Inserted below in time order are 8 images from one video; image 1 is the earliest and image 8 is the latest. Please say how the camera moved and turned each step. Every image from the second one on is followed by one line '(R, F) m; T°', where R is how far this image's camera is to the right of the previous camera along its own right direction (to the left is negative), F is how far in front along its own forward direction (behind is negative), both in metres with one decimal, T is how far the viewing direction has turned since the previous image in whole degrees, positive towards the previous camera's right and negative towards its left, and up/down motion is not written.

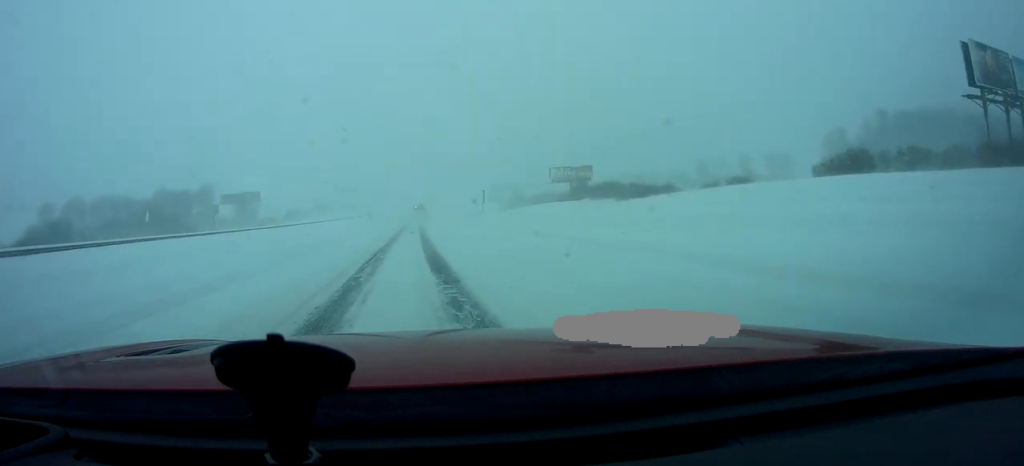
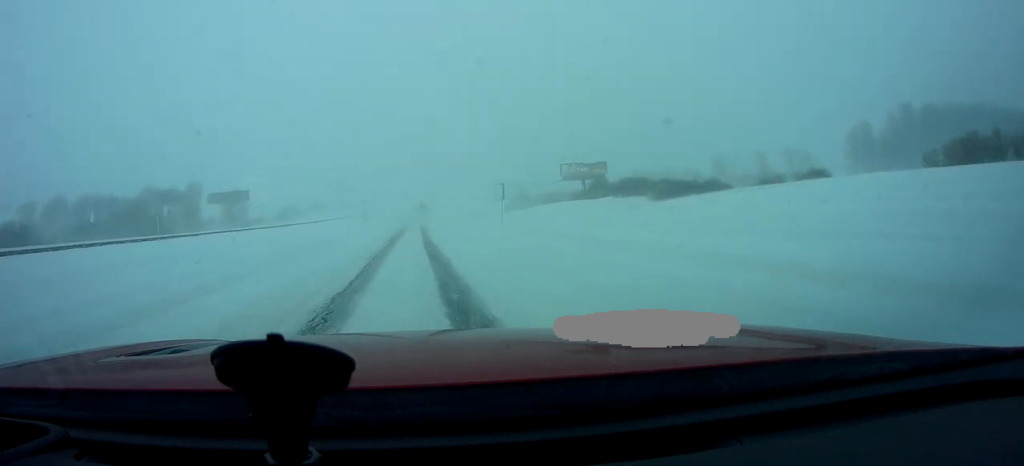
(-0.1, +12.8) m; 0°
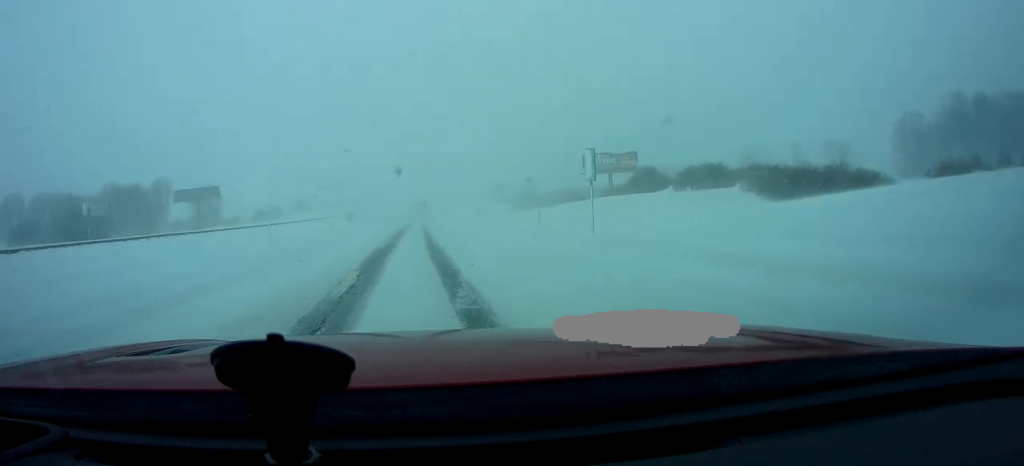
(0.0, +24.4) m; +2°
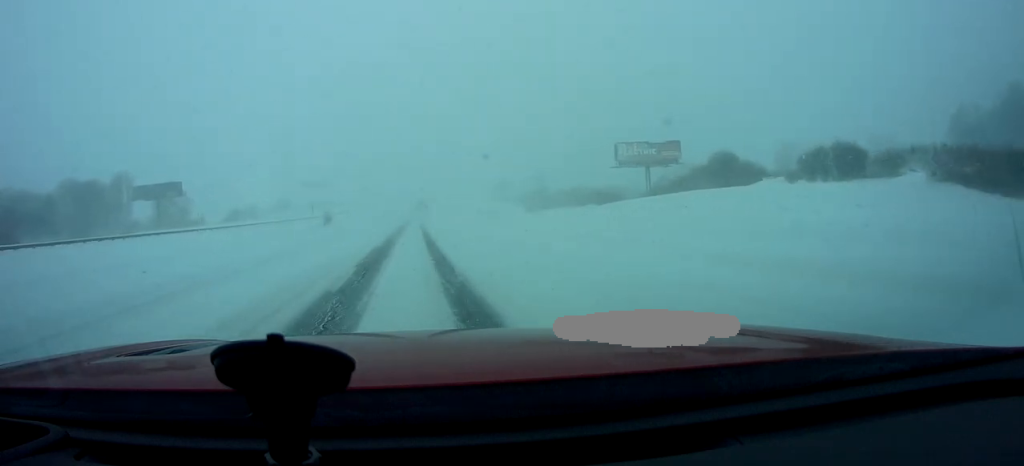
(+0.7, +24.0) m; 0°
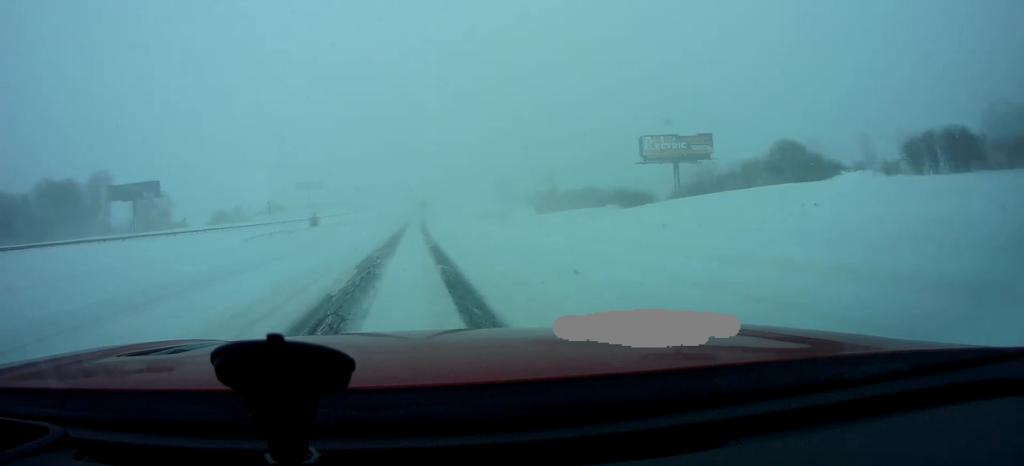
(-0.3, +12.4) m; 0°
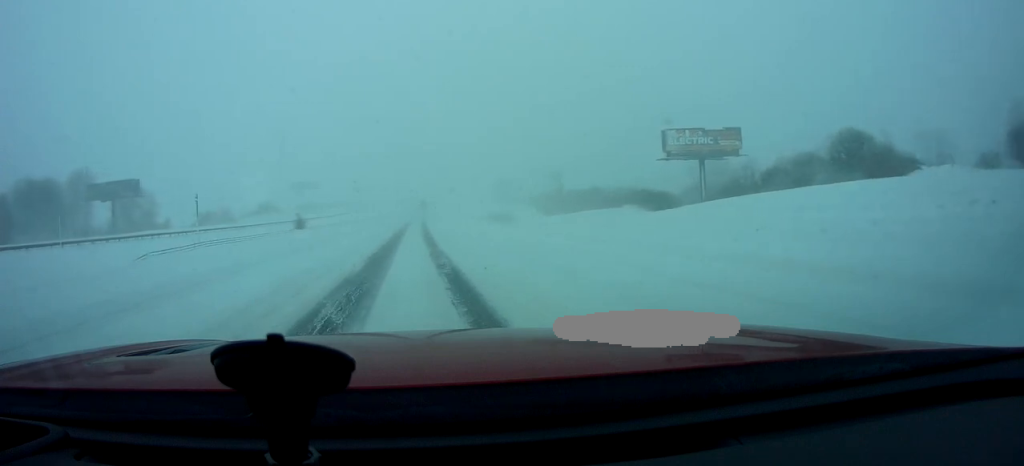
(-0.4, +9.7) m; 0°
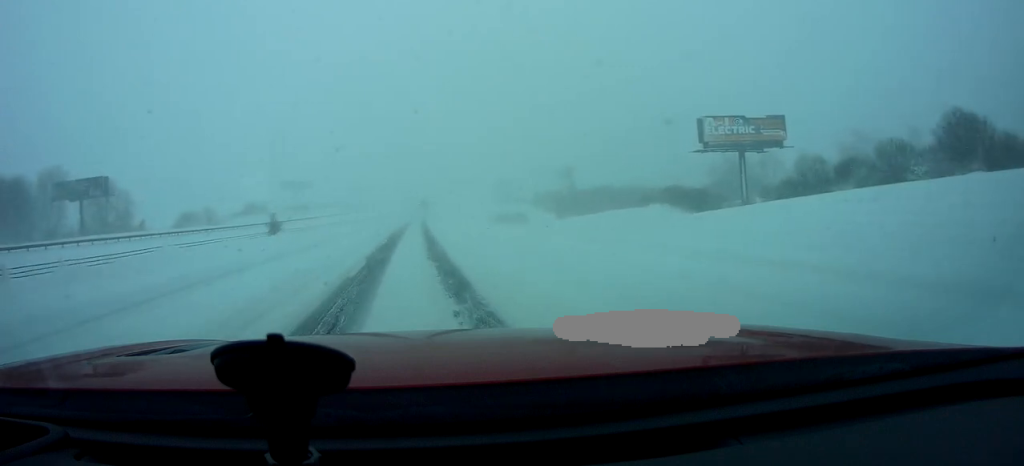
(+0.4, +12.5) m; 0°
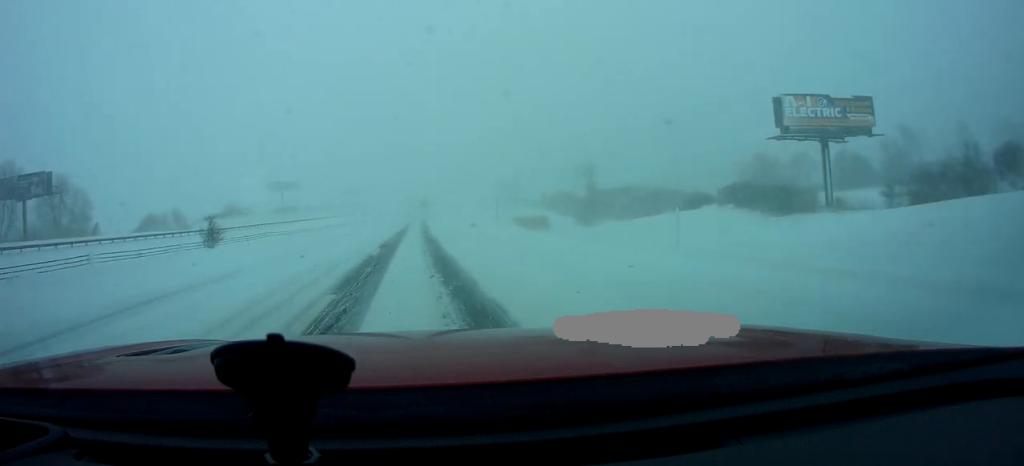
(+0.1, +18.6) m; 0°
